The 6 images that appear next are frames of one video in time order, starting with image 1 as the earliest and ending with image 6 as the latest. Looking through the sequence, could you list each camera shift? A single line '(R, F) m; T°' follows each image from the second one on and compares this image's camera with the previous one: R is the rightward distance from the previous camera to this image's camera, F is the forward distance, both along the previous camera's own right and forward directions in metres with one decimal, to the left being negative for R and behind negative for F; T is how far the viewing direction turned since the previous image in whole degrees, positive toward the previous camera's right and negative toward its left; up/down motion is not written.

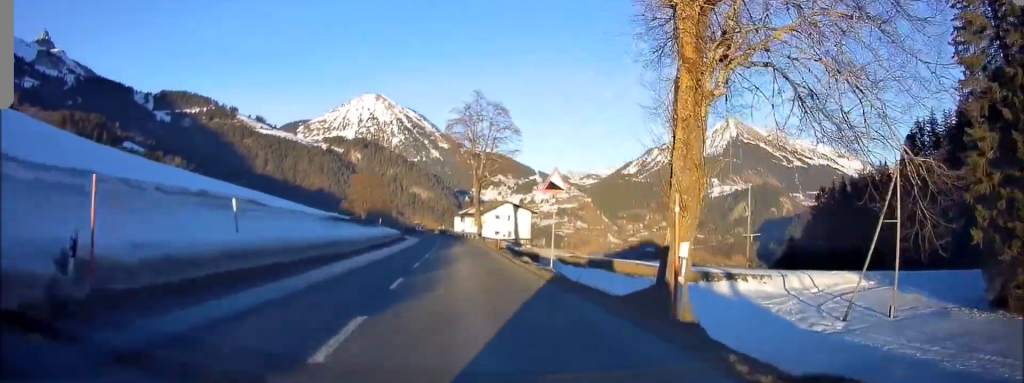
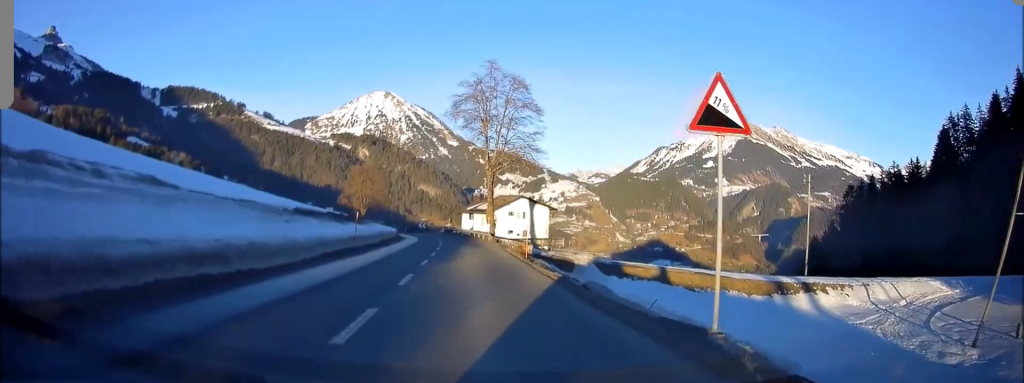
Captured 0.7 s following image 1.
(-0.3, +11.8) m; -1°
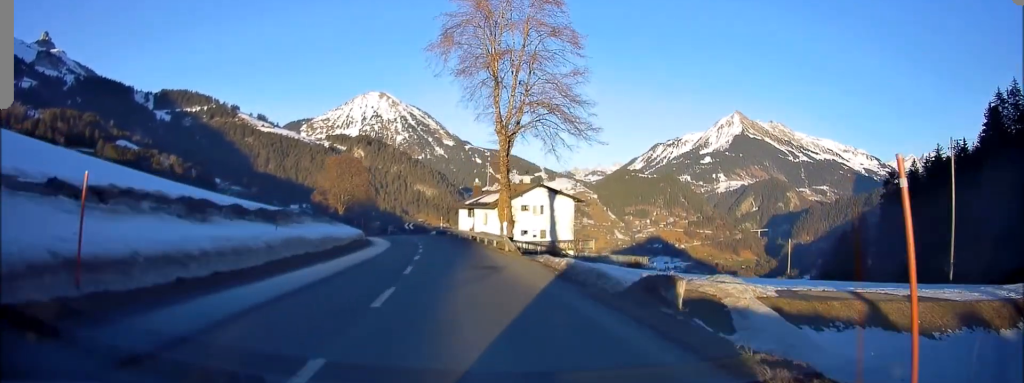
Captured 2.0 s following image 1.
(0.0, +20.7) m; 0°
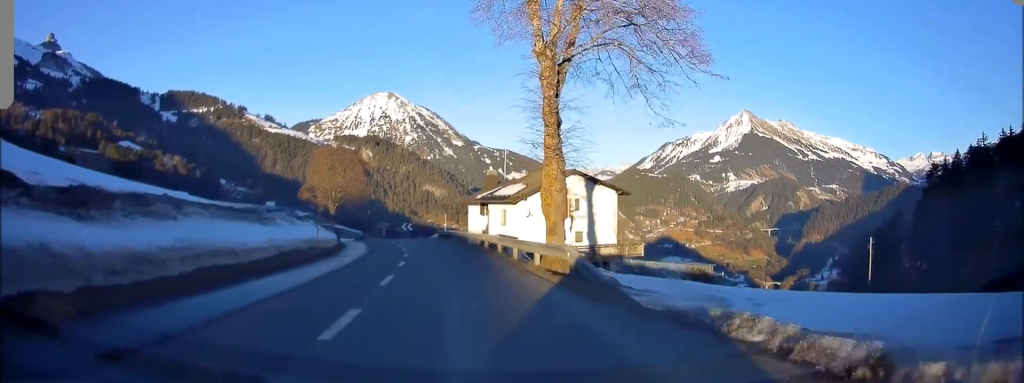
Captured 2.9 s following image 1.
(0.0, +13.7) m; -1°
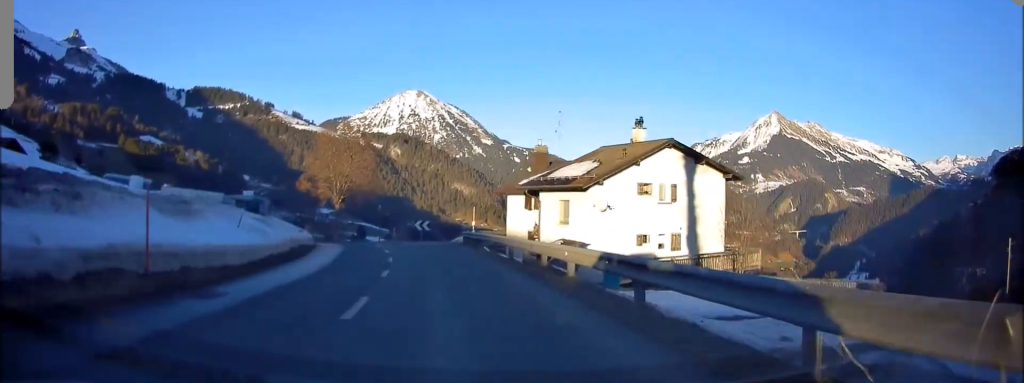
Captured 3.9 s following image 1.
(-0.2, +13.9) m; -2°
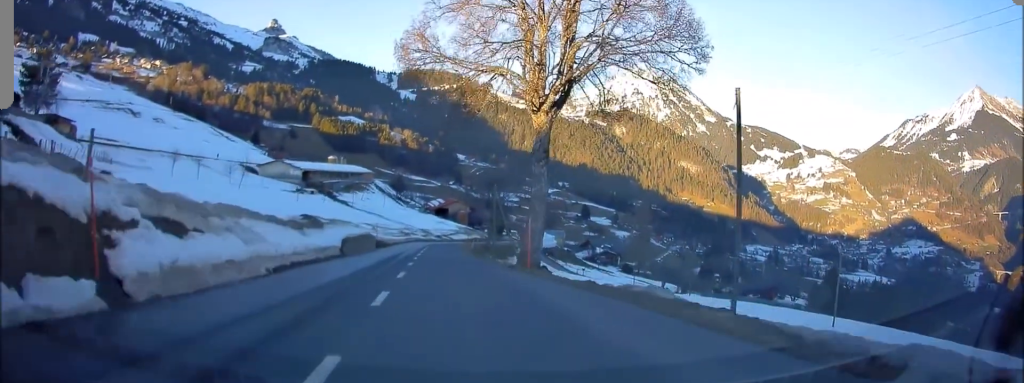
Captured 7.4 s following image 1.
(-7.1, +52.2) m; -17°
